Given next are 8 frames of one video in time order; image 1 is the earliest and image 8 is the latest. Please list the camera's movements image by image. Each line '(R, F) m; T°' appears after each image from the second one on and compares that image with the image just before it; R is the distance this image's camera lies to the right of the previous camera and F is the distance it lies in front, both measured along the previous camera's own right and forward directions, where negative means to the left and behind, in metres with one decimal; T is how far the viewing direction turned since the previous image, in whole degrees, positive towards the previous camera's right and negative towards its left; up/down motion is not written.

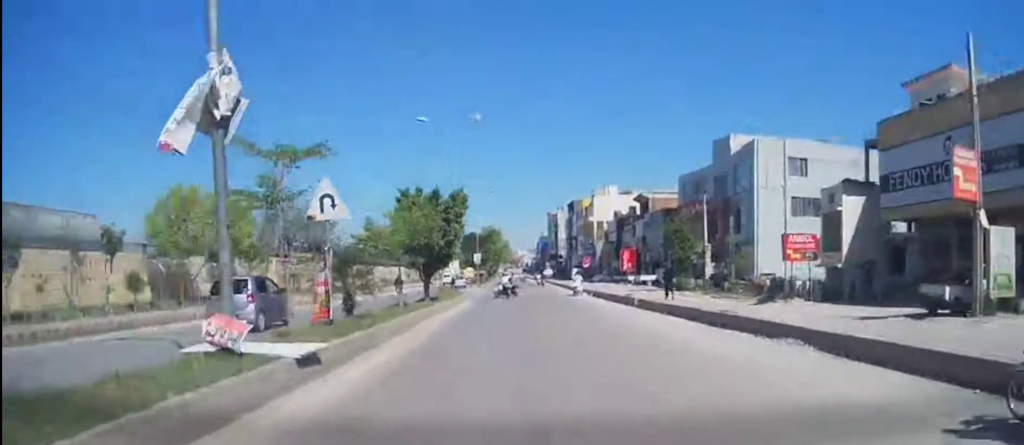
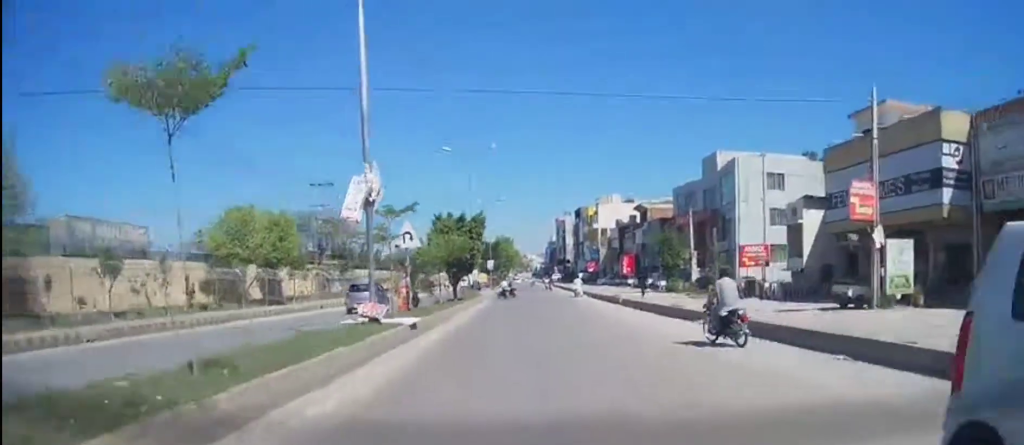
(+0.1, +7.0) m; -1°
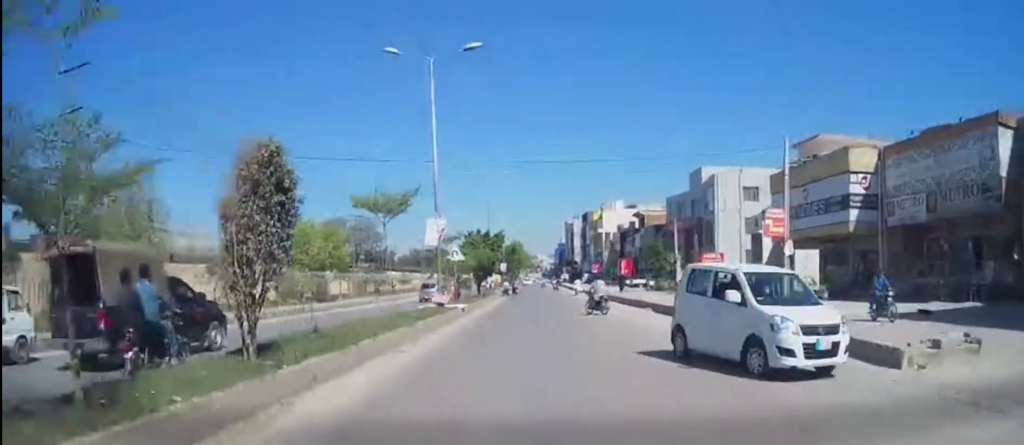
(-0.3, +10.7) m; 0°
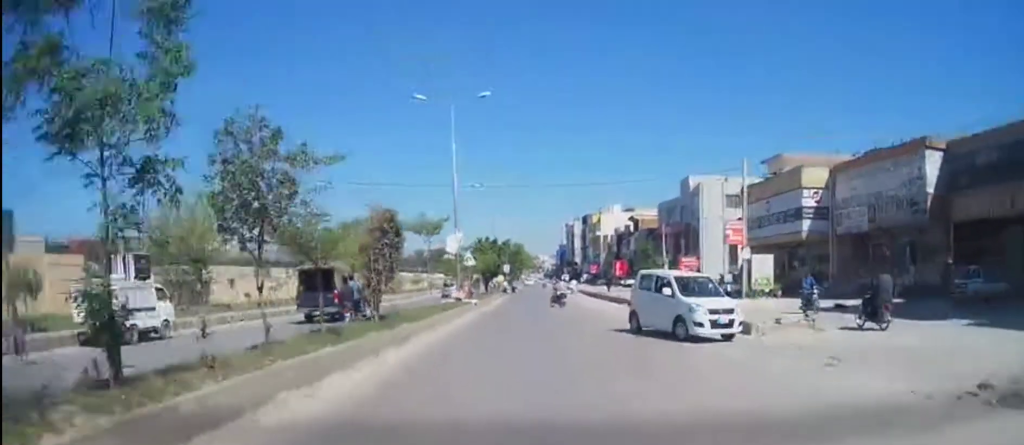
(-0.1, +6.6) m; 0°
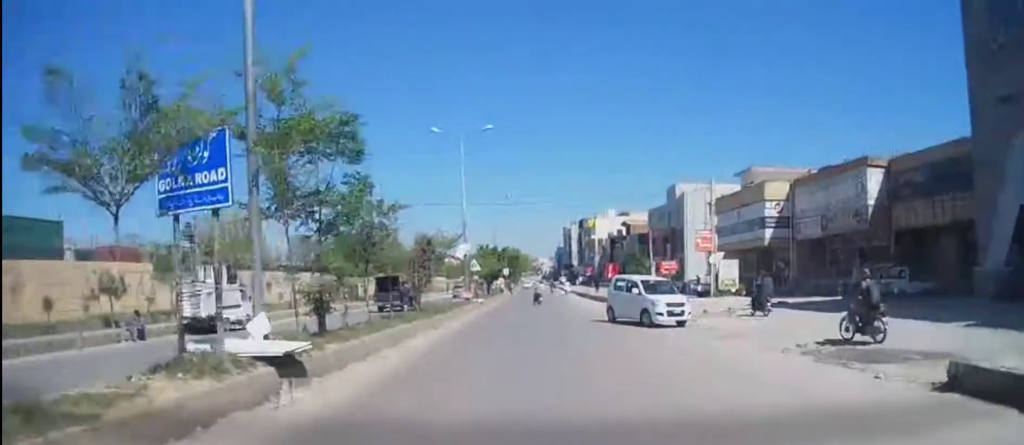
(+0.2, +6.6) m; 0°
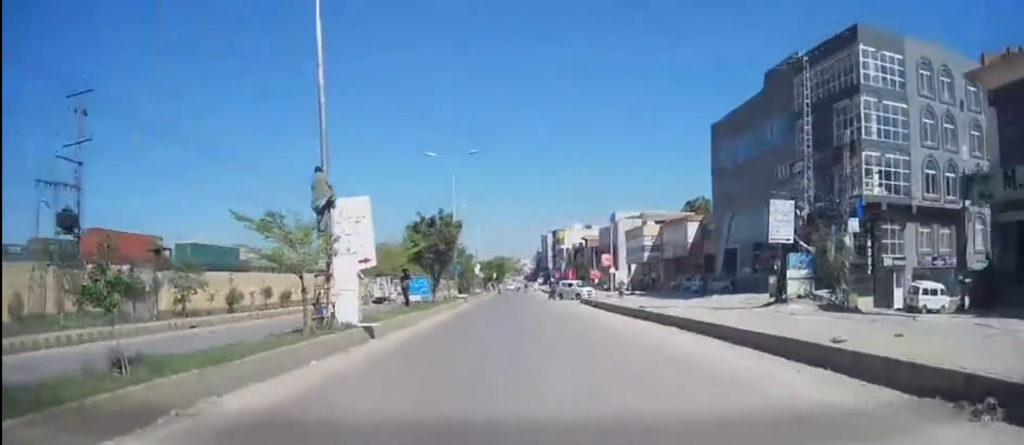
(+0.5, +37.6) m; +1°
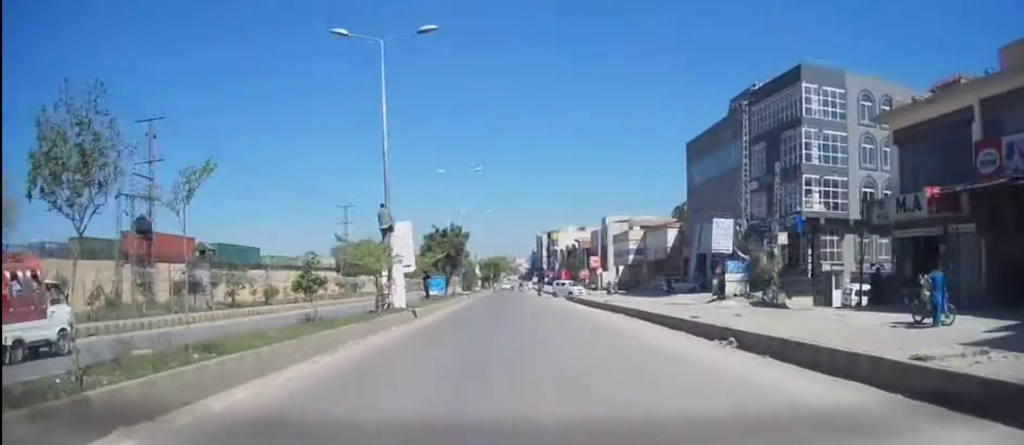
(-0.3, +8.2) m; -1°
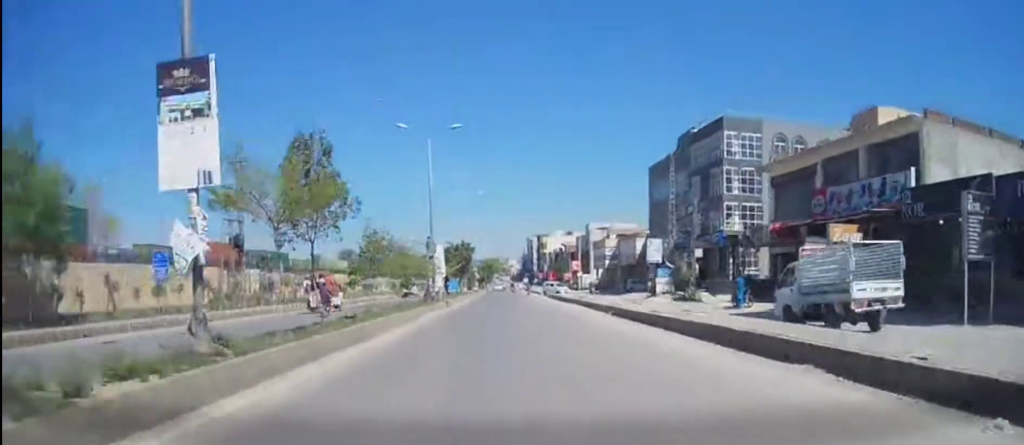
(-0.2, +15.2) m; +1°
